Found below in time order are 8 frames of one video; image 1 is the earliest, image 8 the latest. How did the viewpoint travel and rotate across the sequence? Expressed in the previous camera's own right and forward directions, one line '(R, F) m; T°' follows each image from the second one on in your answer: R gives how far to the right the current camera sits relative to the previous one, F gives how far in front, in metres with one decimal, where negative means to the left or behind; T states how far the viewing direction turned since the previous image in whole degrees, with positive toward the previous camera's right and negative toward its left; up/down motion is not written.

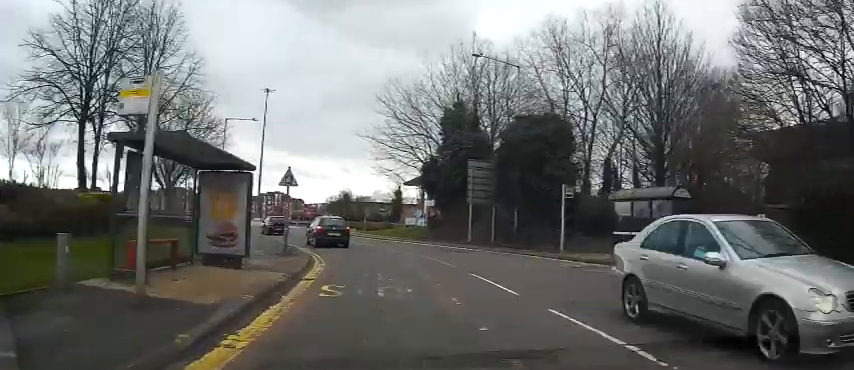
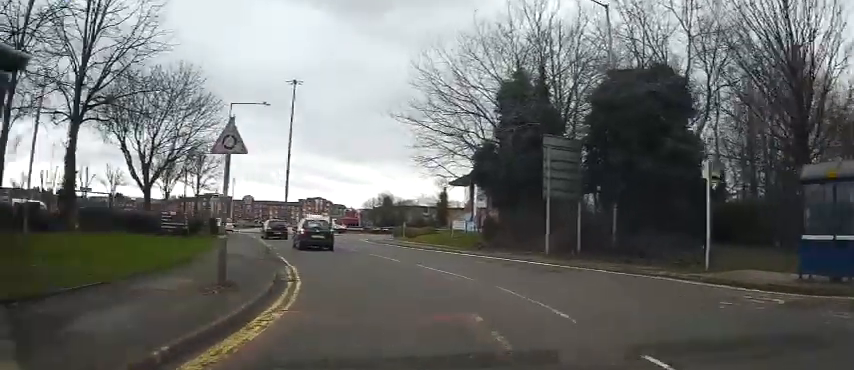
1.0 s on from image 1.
(-0.4, +8.4) m; -6°
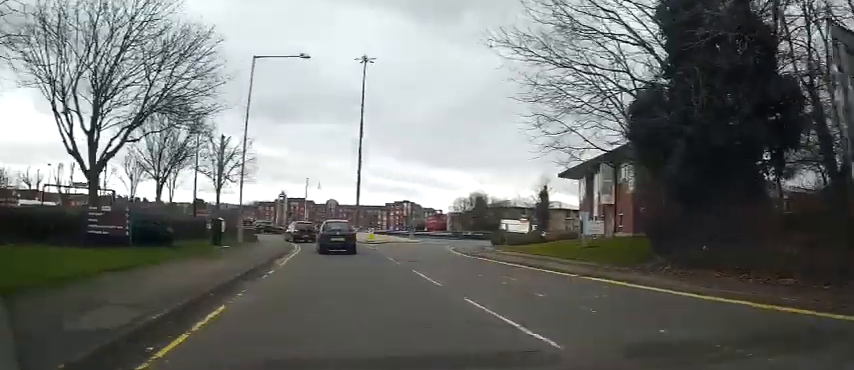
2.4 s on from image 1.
(-0.9, +12.8) m; -9°
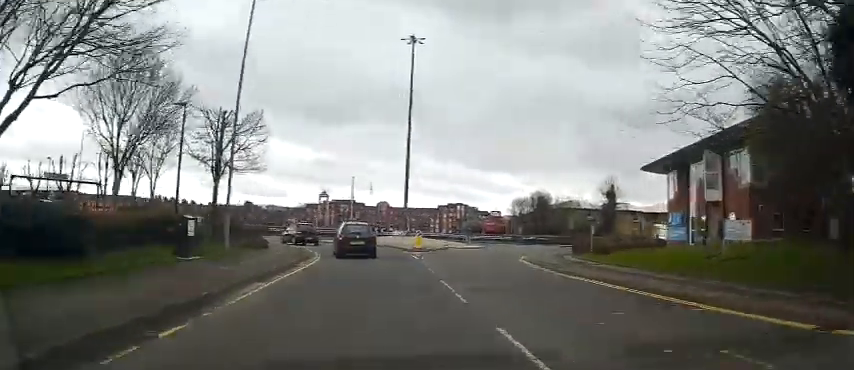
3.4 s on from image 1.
(-0.6, +8.5) m; -6°
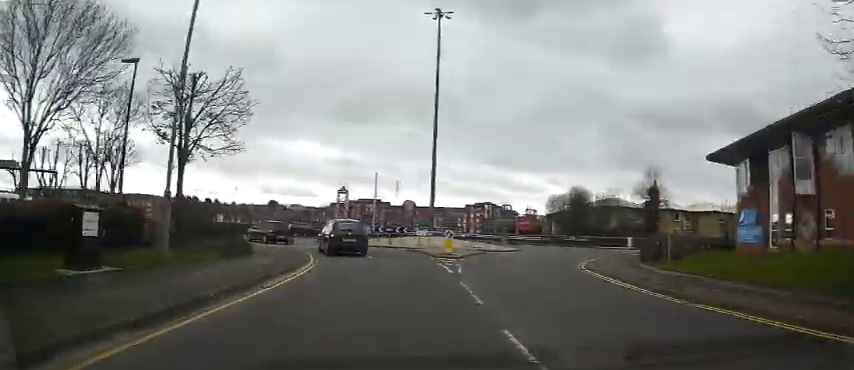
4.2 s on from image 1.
(-0.3, +6.3) m; -3°
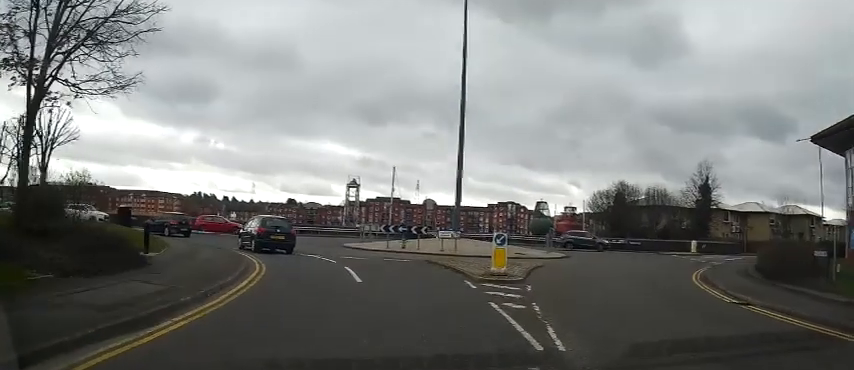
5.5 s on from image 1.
(-0.3, +9.5) m; -3°
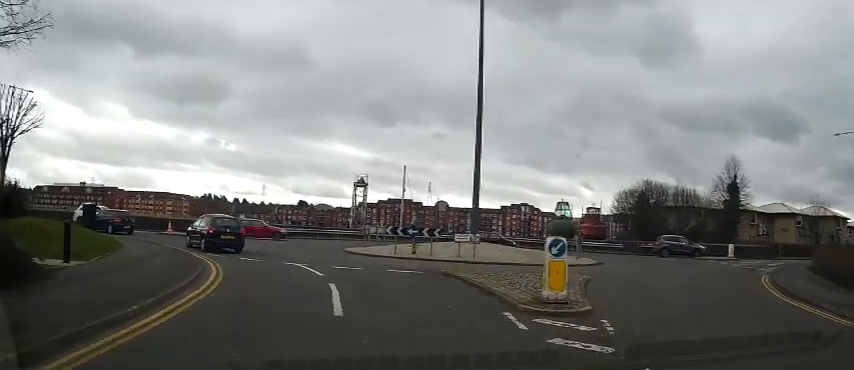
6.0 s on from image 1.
(-0.1, +4.0) m; -2°
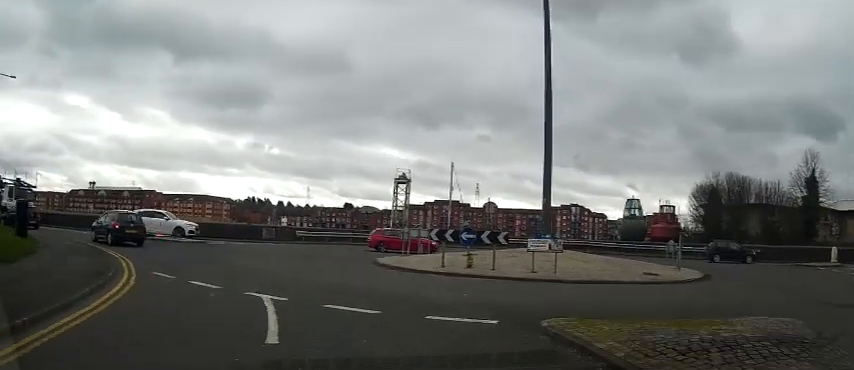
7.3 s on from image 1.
(-0.3, +7.9) m; -7°
